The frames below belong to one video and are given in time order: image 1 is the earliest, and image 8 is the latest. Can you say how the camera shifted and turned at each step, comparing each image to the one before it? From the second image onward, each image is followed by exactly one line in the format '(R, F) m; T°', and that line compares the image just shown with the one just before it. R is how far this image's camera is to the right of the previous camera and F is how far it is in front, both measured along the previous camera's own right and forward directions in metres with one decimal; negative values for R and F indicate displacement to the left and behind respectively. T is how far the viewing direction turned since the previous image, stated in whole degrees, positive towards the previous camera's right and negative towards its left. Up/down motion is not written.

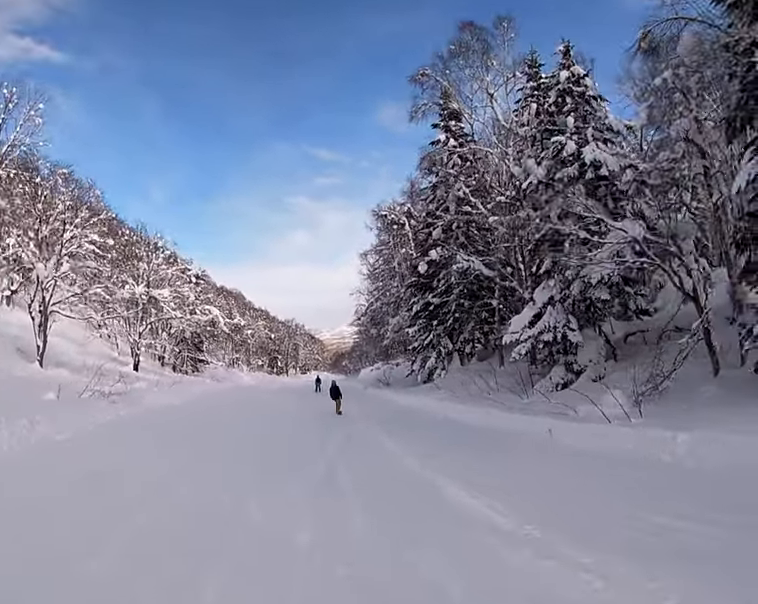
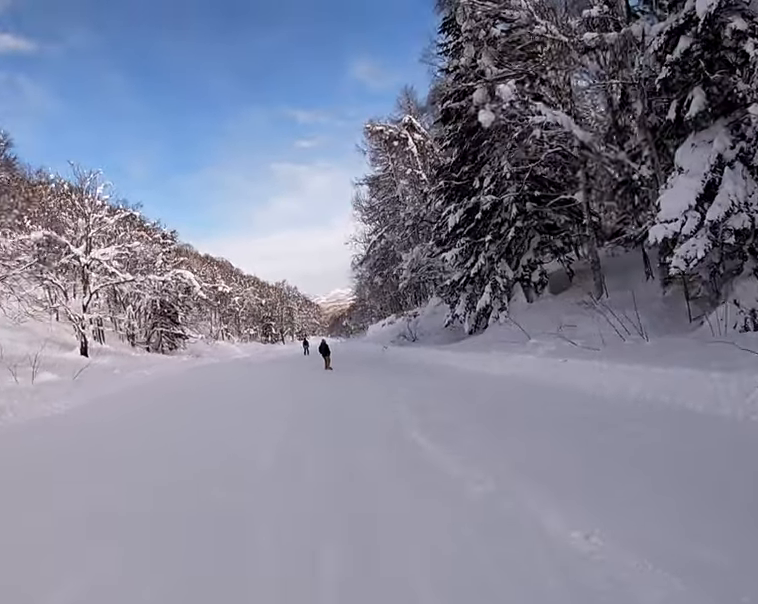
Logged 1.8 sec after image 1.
(+0.2, +11.8) m; 0°
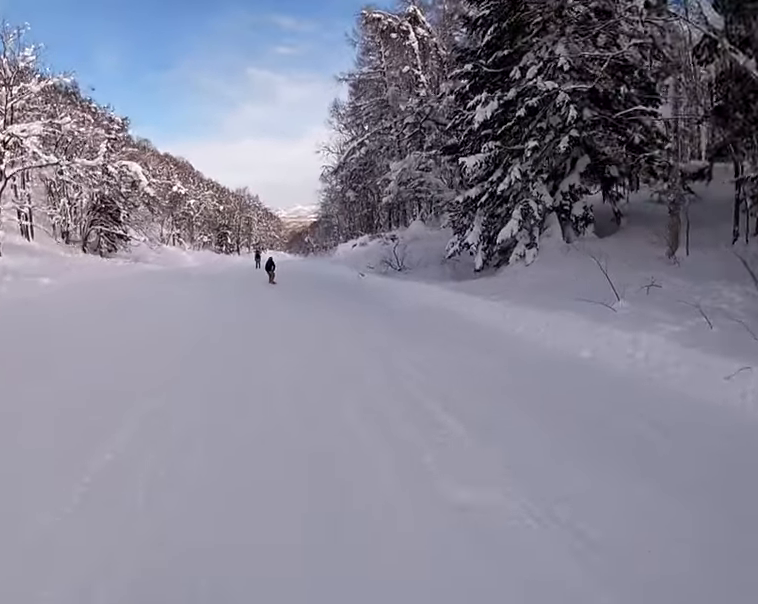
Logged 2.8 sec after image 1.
(-0.4, +6.4) m; 0°
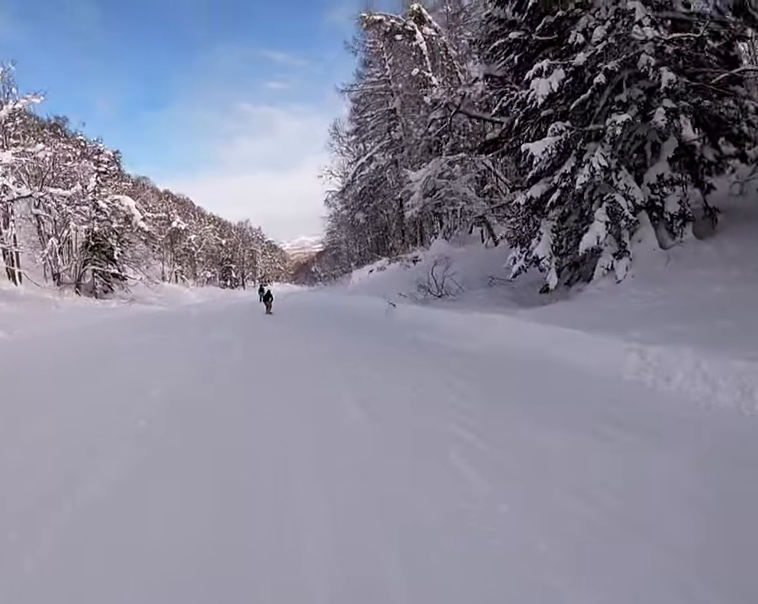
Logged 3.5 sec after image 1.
(+0.7, +4.6) m; 0°
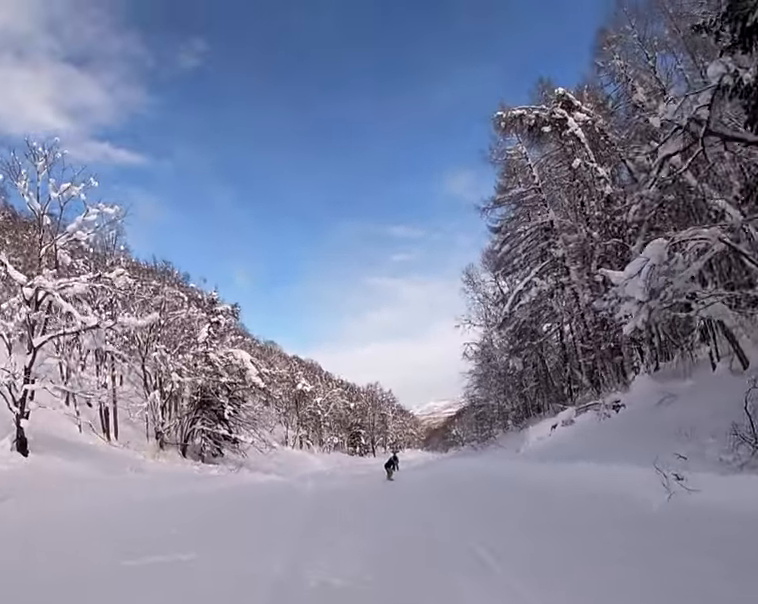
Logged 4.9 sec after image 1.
(-2.0, +8.9) m; -12°
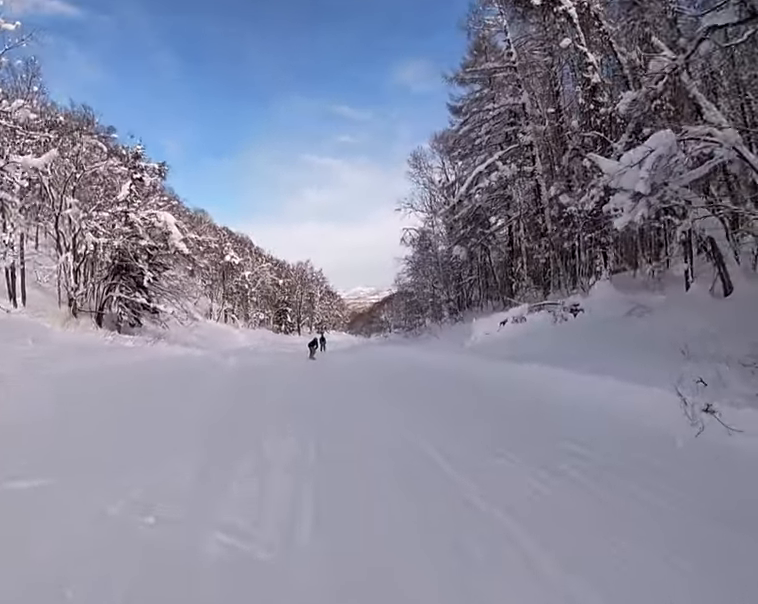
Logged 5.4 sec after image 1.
(-0.6, +3.0) m; +4°
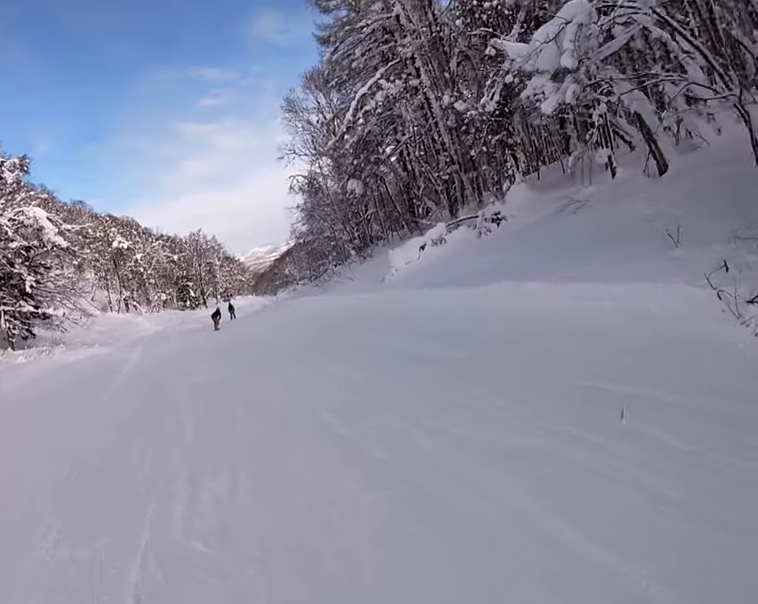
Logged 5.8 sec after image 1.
(+0.5, +2.7) m; +4°
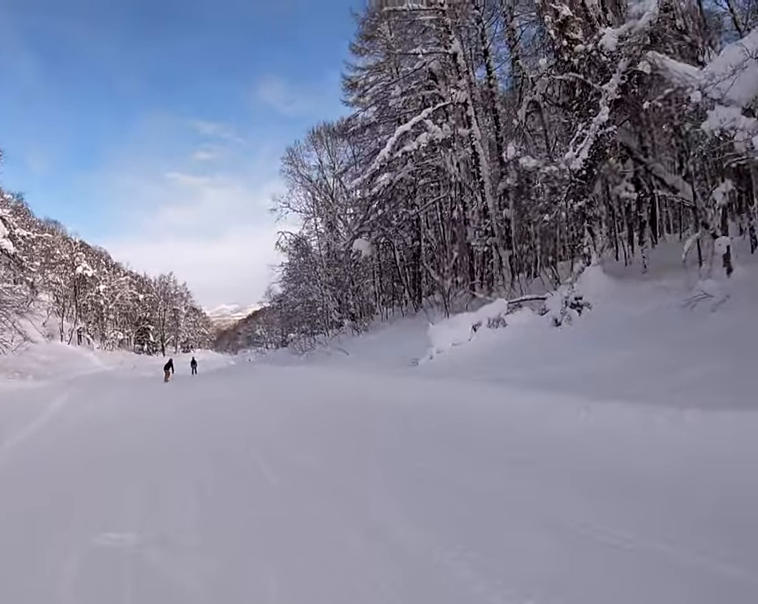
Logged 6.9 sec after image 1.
(+0.8, +6.3) m; +2°
